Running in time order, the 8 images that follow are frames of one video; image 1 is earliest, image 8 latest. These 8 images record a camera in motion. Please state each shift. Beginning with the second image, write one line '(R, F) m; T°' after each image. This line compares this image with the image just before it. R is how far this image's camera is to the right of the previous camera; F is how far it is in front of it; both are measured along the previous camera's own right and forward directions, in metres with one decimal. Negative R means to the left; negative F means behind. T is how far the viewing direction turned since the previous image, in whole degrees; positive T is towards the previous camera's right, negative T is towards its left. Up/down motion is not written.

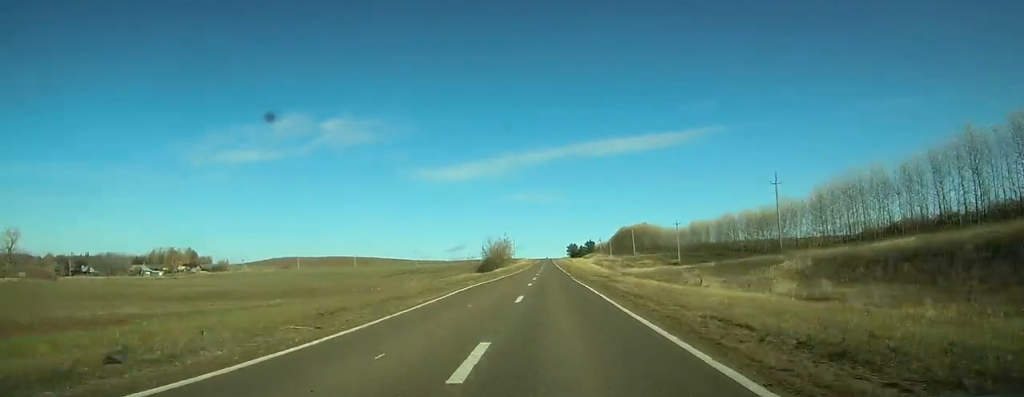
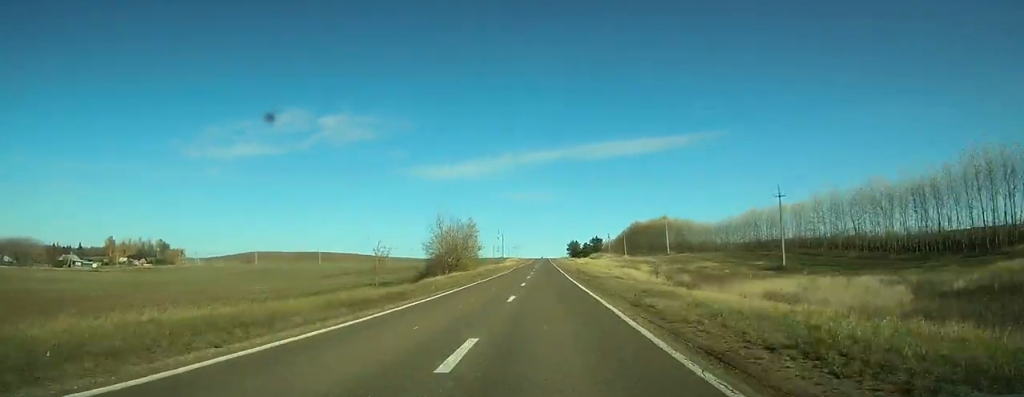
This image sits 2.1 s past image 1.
(0.0, +62.7) m; 0°
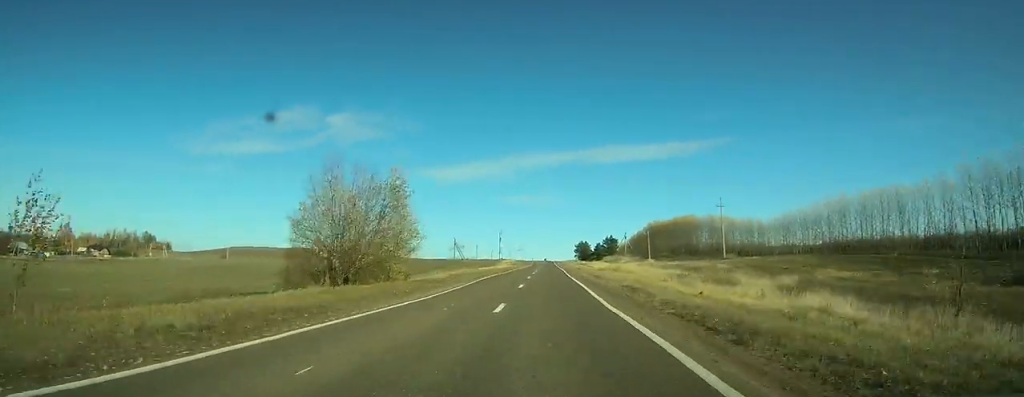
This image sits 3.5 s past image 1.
(0.0, +40.7) m; 0°
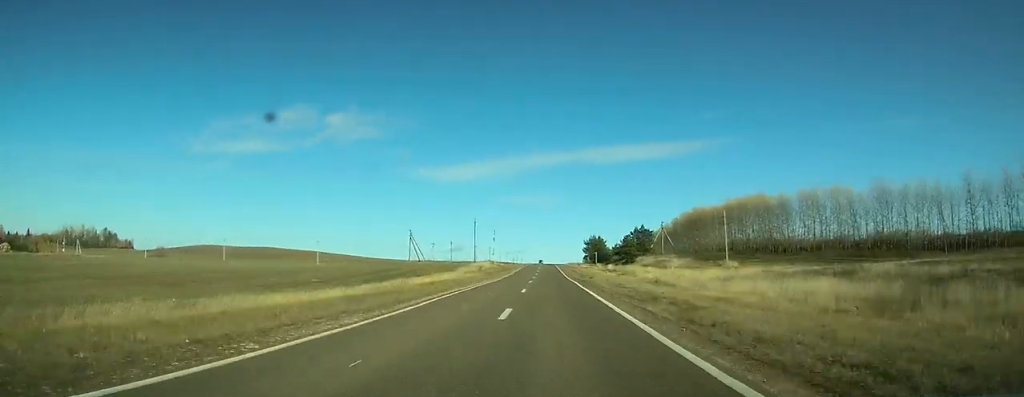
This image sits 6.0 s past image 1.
(+0.1, +74.5) m; 0°
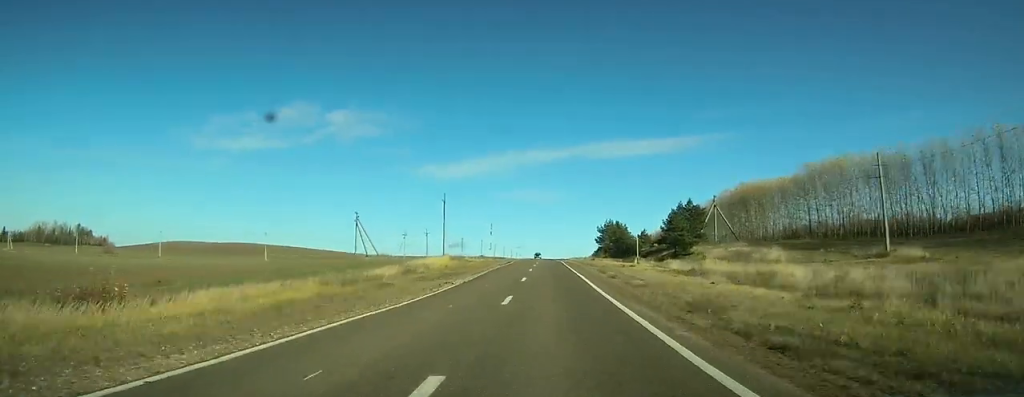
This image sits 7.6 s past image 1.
(0.0, +47.2) m; 0°
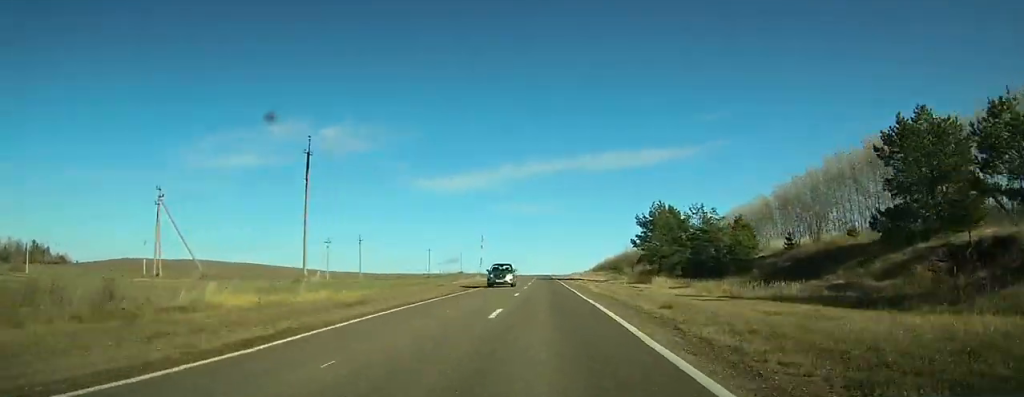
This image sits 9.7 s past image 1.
(+0.1, +60.2) m; 0°
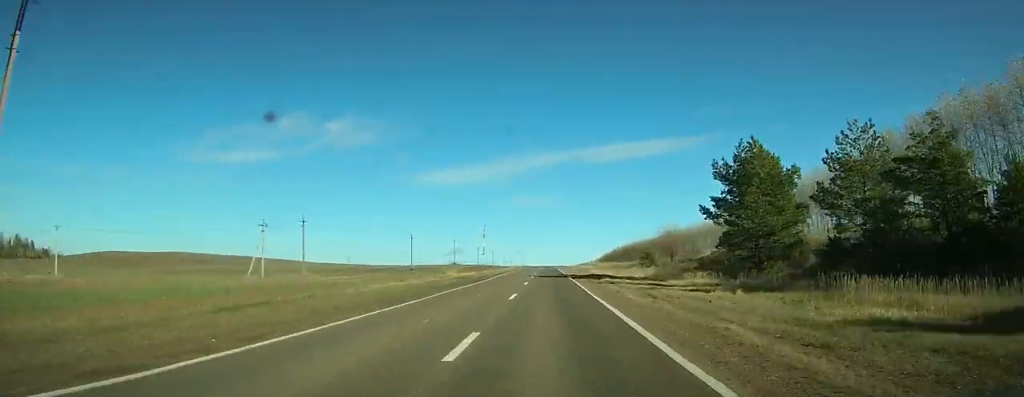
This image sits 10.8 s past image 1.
(+0.1, +28.7) m; 0°
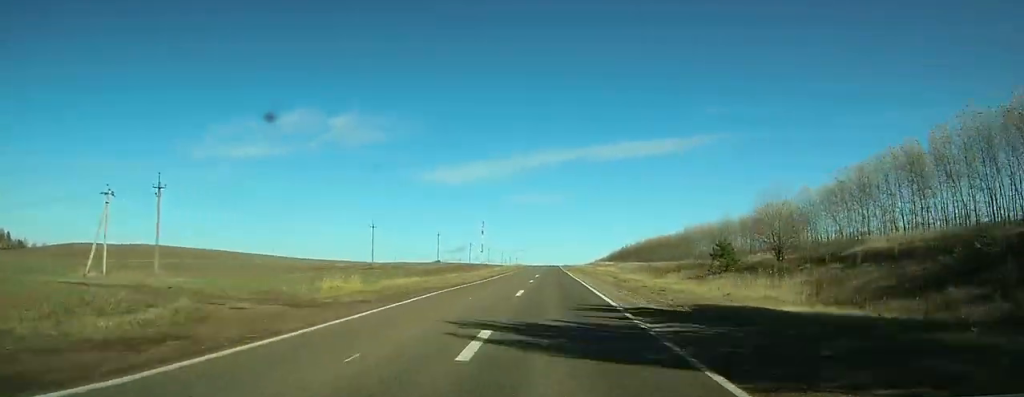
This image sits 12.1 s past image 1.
(-0.2, +31.8) m; 0°
